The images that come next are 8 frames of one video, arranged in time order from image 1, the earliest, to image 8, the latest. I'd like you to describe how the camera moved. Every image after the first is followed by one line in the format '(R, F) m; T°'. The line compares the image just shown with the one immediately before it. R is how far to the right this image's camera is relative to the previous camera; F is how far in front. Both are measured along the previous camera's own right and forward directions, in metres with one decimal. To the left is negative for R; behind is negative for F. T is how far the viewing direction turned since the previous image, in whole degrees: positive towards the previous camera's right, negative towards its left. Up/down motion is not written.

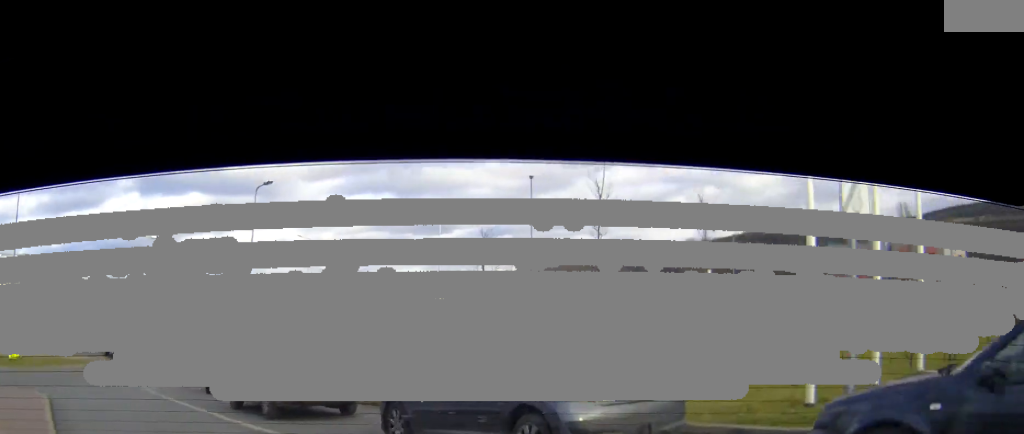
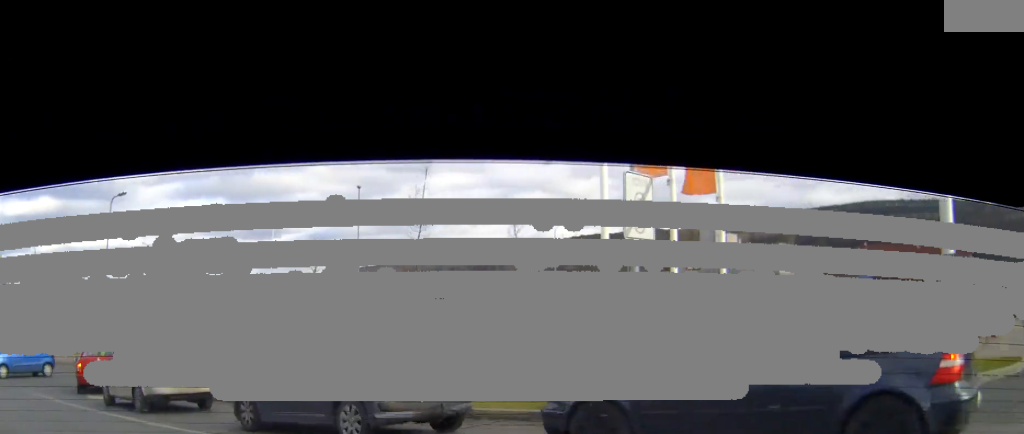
(+0.2, +1.5) m; +7°
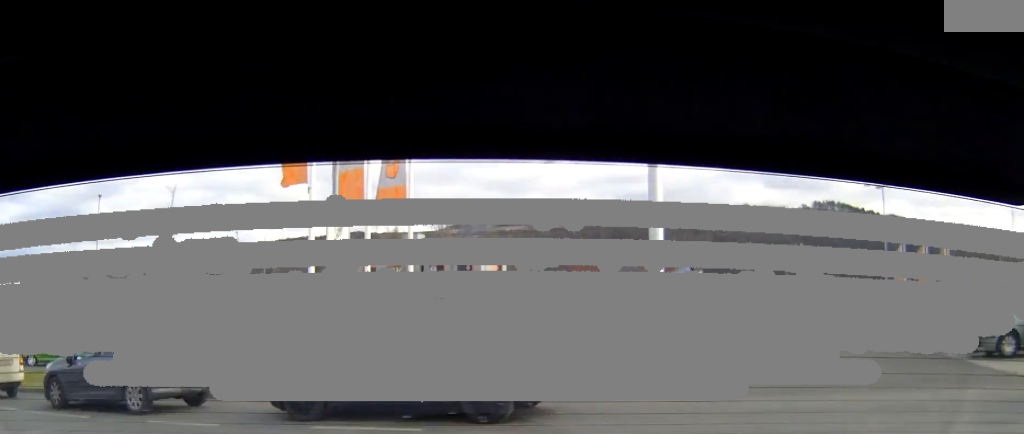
(+0.2, +2.5) m; +12°
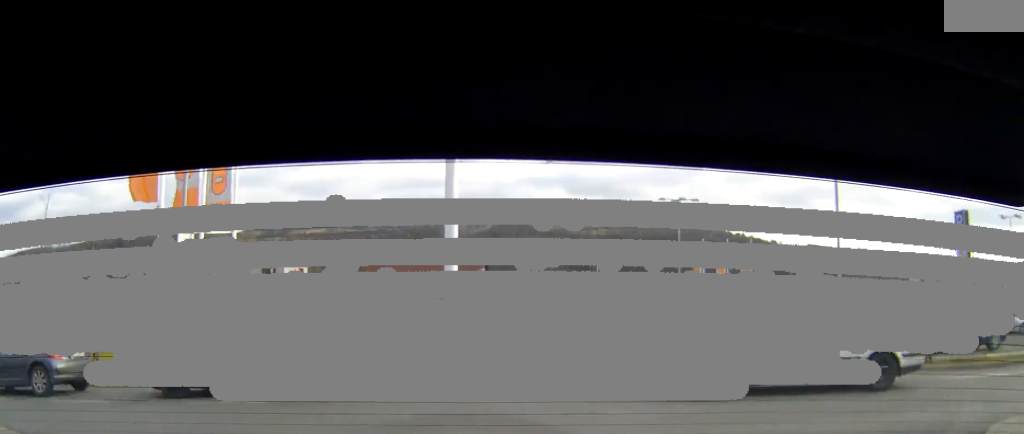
(+0.2, +2.3) m; +10°
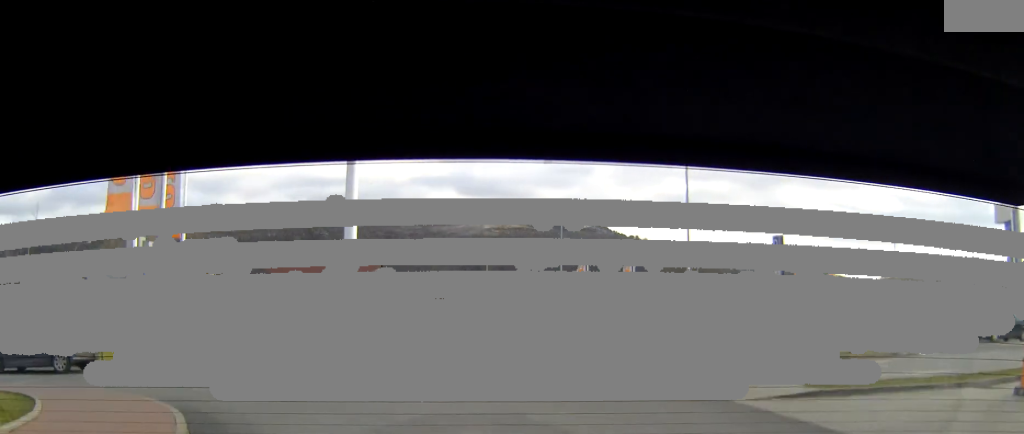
(+0.5, +3.6) m; +10°
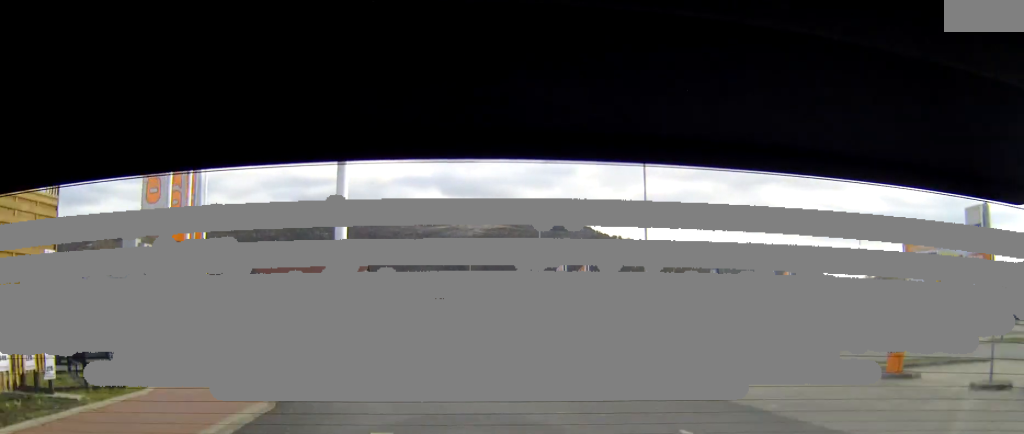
(+0.1, +3.1) m; +1°
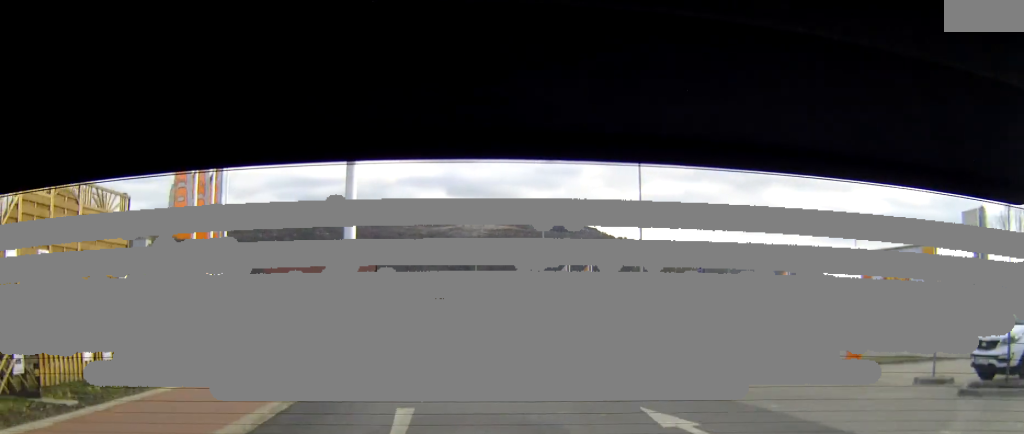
(0.0, +1.7) m; -1°
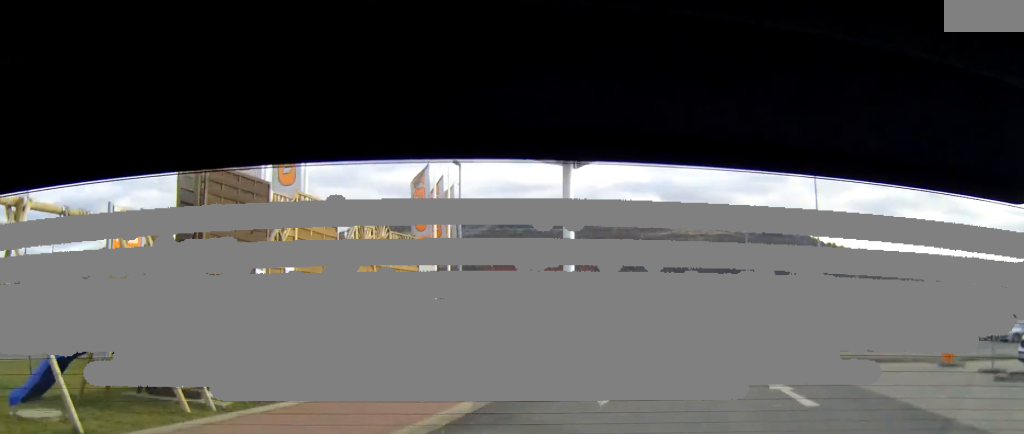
(-0.3, +4.3) m; -10°
